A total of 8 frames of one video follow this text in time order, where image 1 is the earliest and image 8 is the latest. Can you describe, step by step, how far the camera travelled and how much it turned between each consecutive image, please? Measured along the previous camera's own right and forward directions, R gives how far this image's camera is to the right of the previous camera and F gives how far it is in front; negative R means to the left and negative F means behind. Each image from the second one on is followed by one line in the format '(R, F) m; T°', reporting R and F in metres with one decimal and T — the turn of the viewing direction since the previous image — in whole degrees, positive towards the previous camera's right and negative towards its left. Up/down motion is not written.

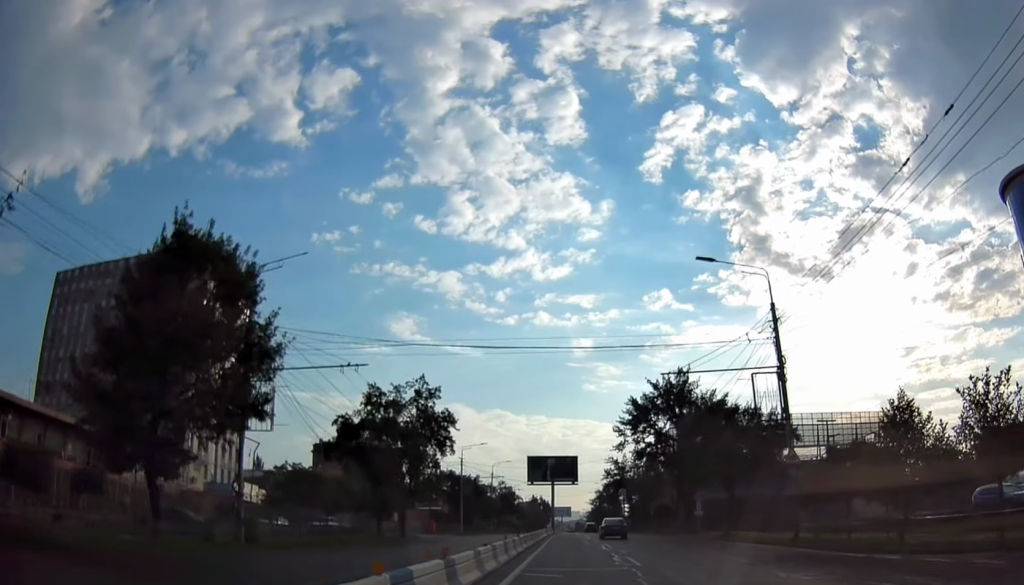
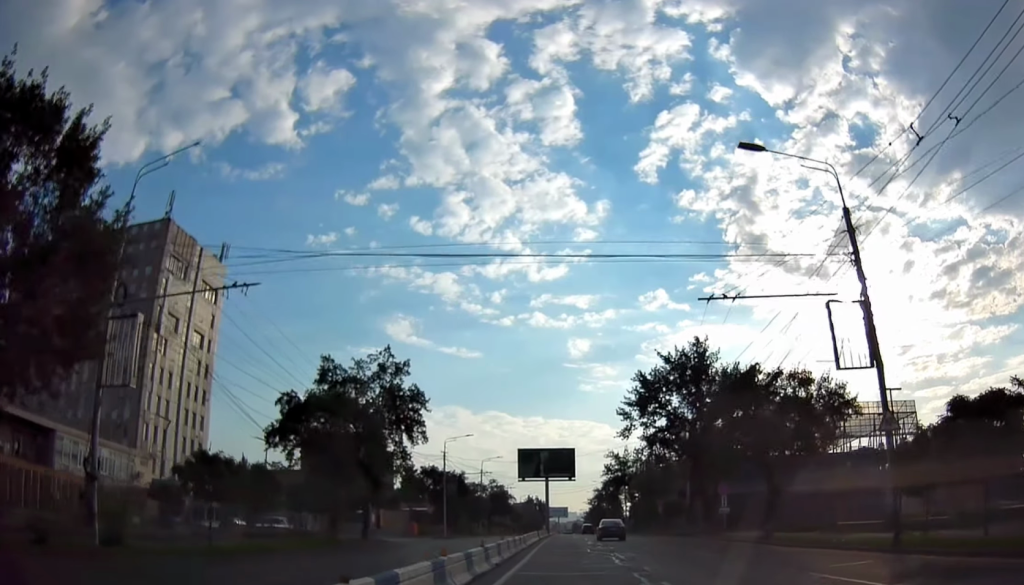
(+0.2, +9.2) m; 0°
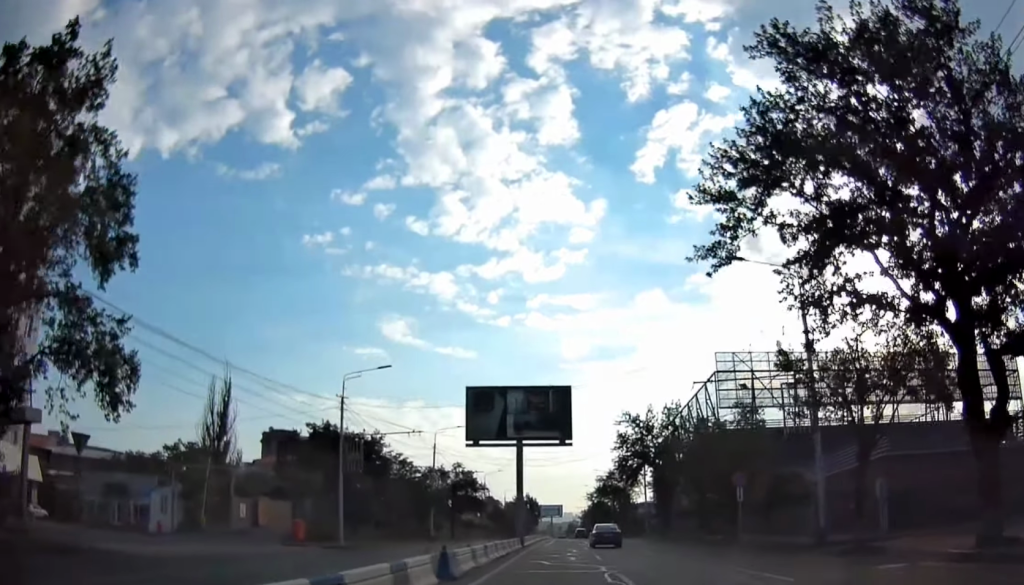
(0.0, +34.1) m; +1°
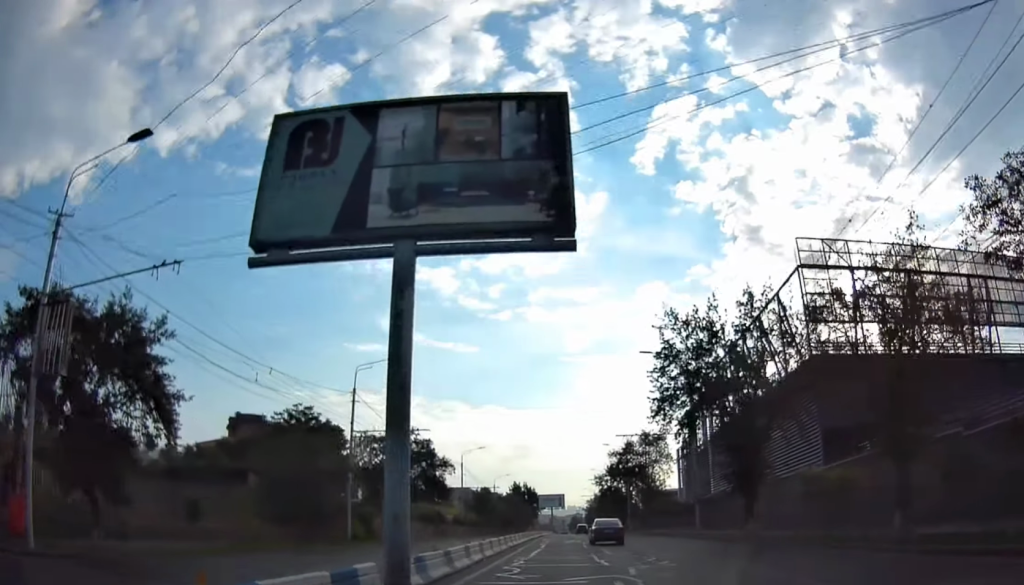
(+0.2, +27.9) m; 0°
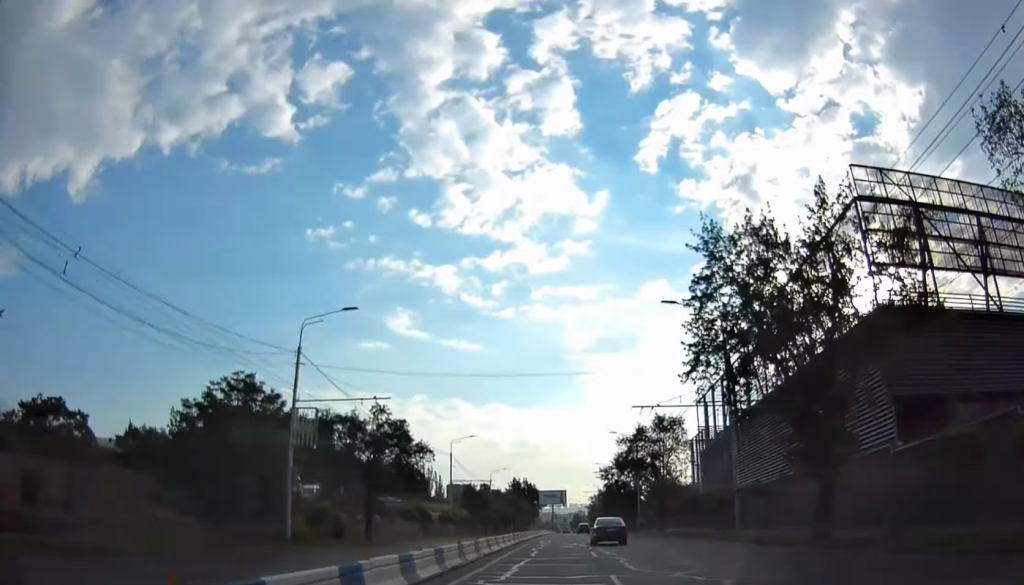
(+0.1, +10.0) m; -1°
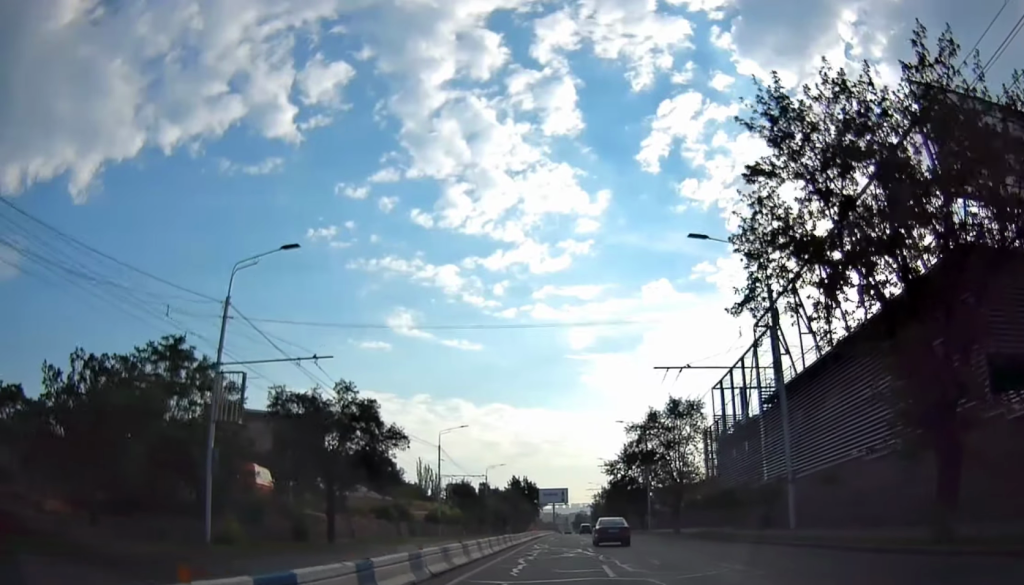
(-0.1, +8.4) m; -1°
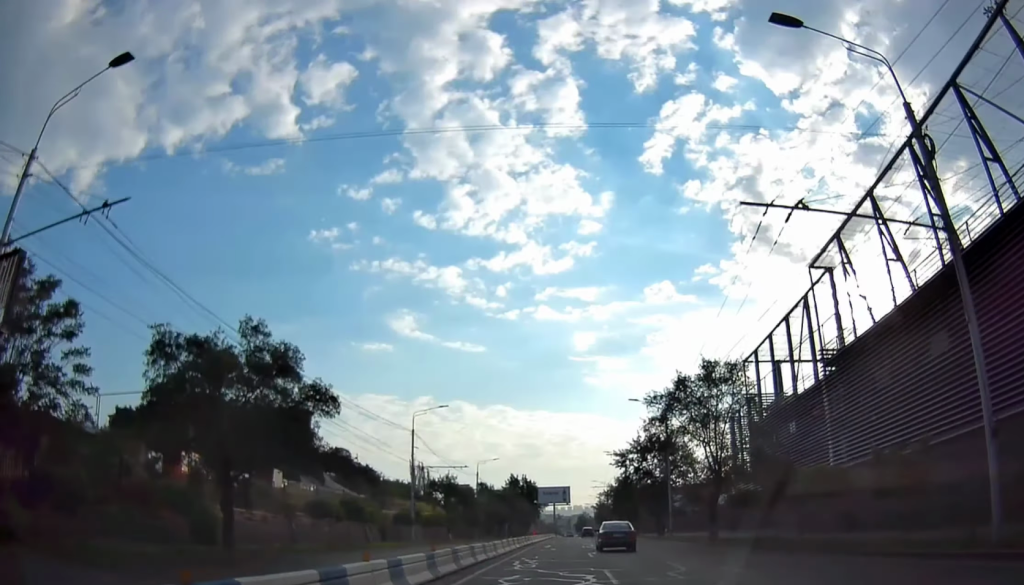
(-0.1, +13.5) m; 0°
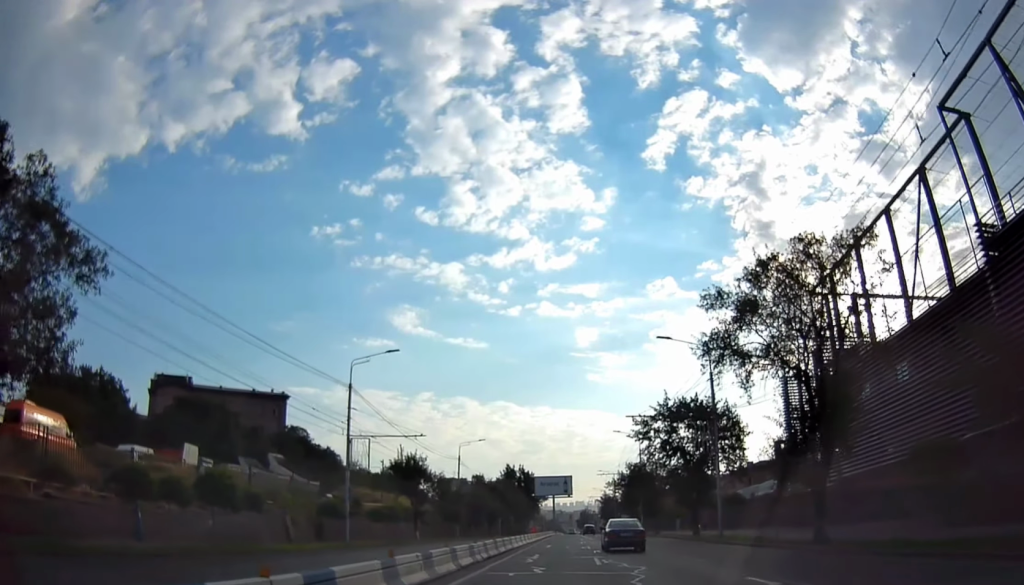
(+0.1, +18.5) m; 0°
